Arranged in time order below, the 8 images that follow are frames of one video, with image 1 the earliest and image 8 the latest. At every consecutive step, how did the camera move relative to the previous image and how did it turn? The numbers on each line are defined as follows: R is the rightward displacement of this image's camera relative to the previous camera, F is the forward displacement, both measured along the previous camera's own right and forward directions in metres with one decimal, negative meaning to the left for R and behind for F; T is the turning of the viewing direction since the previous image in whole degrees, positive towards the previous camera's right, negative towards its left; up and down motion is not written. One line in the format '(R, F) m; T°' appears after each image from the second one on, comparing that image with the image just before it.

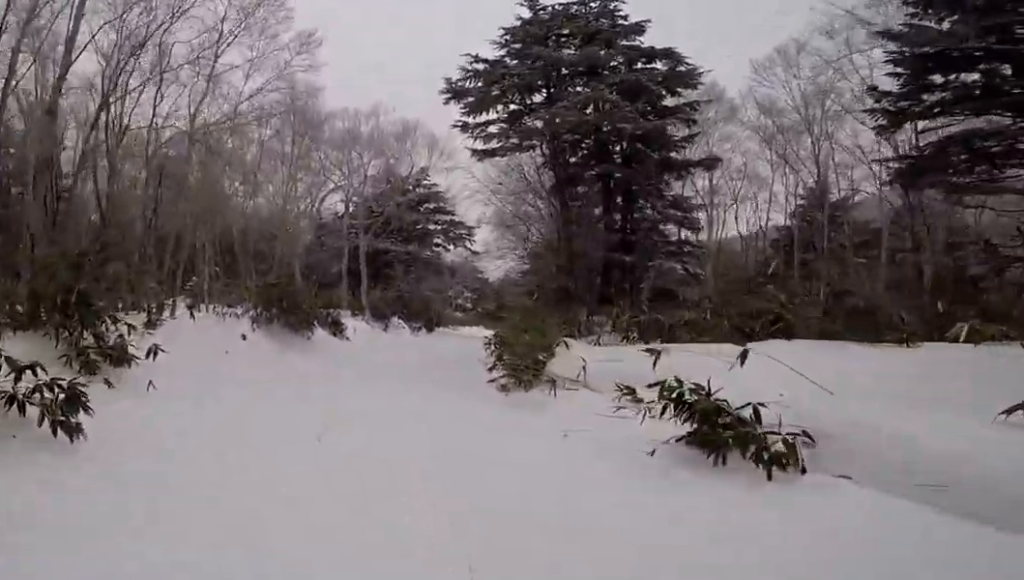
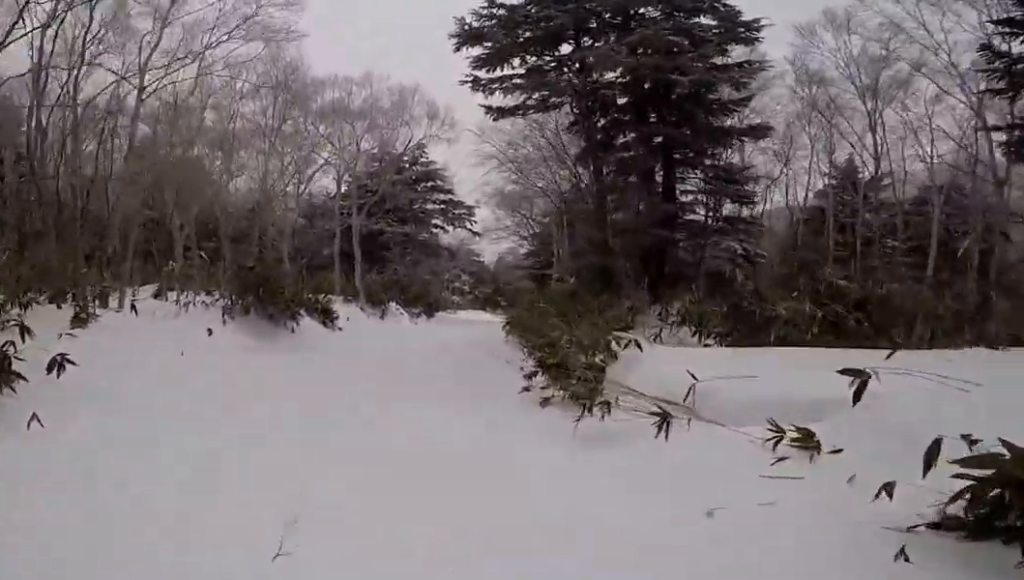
(-0.1, +2.7) m; +9°
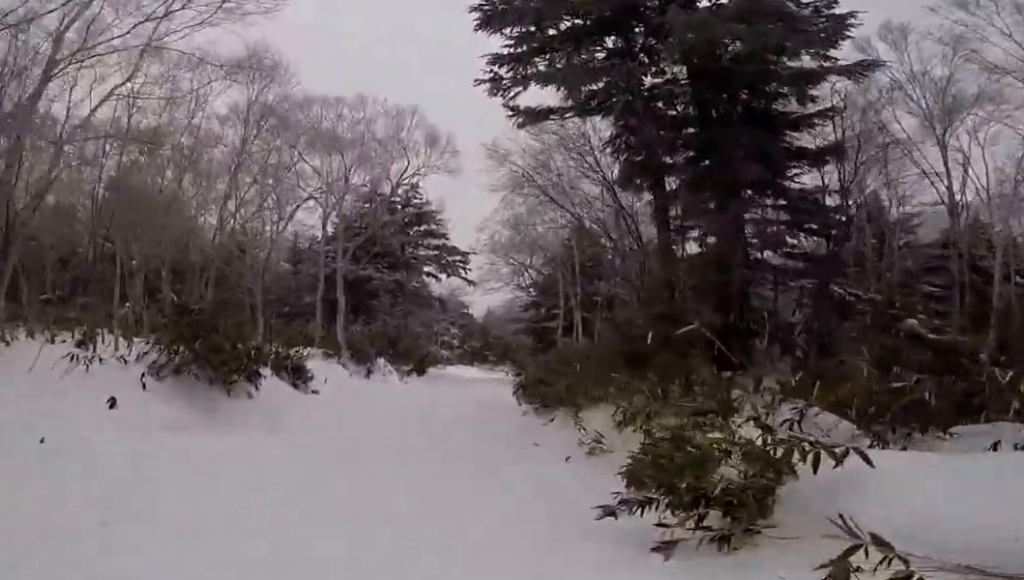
(+0.3, +3.7) m; +11°
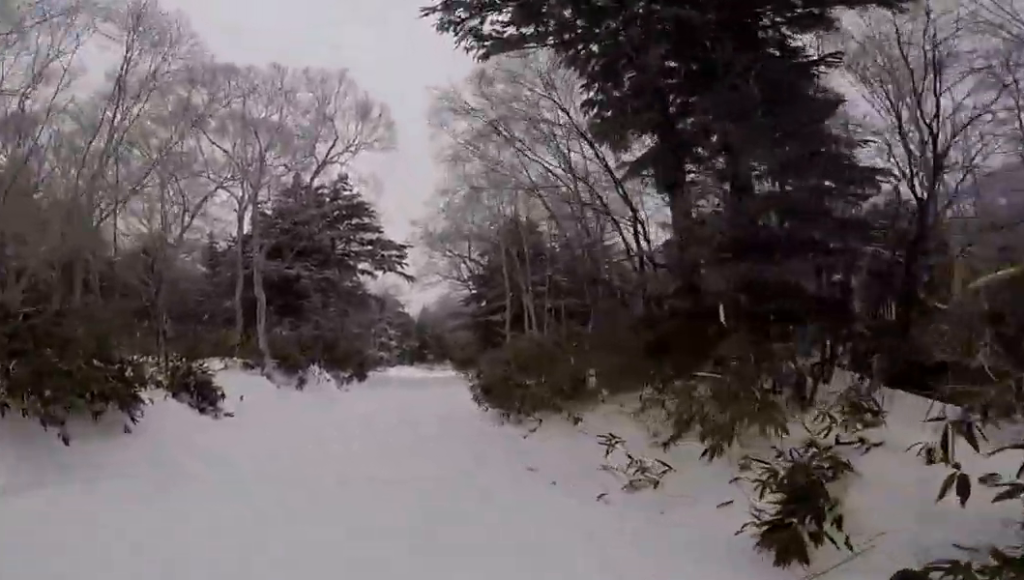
(+0.6, +3.0) m; +8°
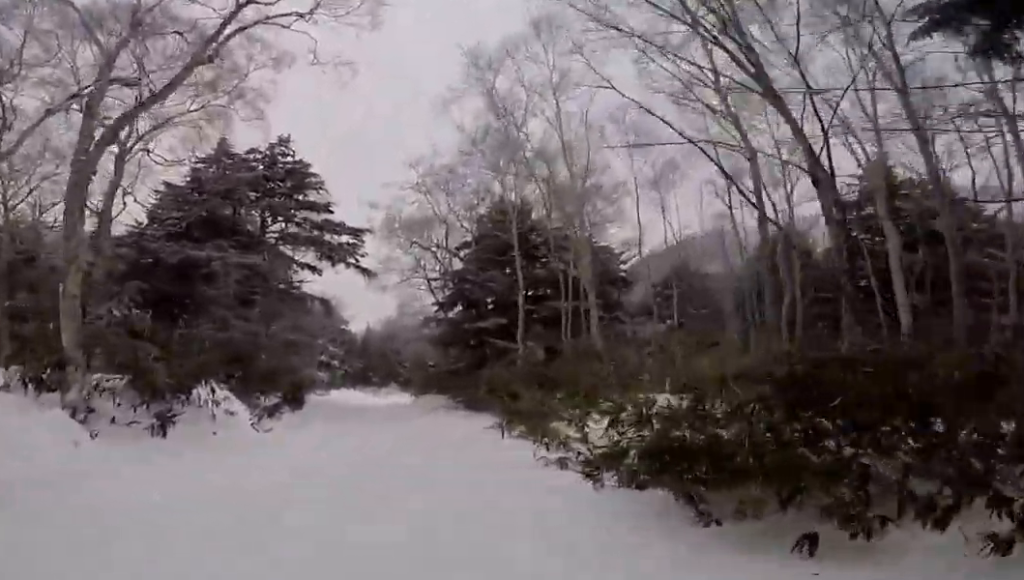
(+0.3, +9.2) m; -5°
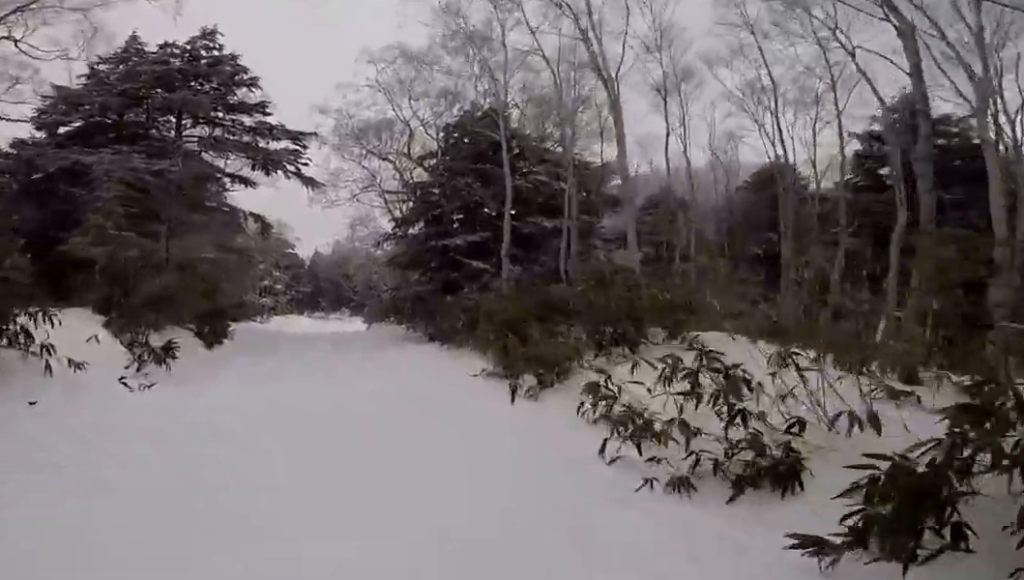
(+0.3, +3.9) m; -10°
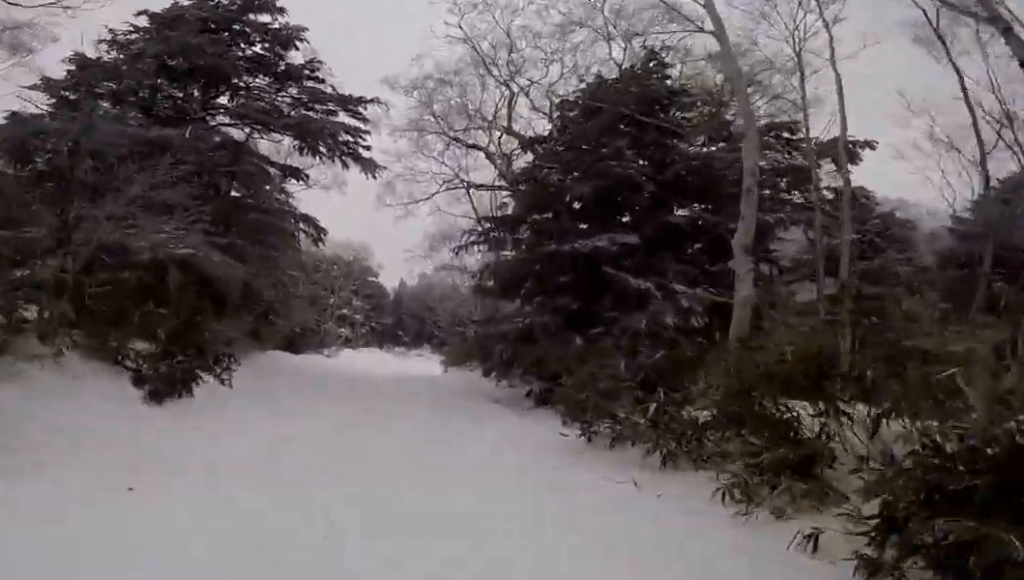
(-1.8, +7.3) m; -10°
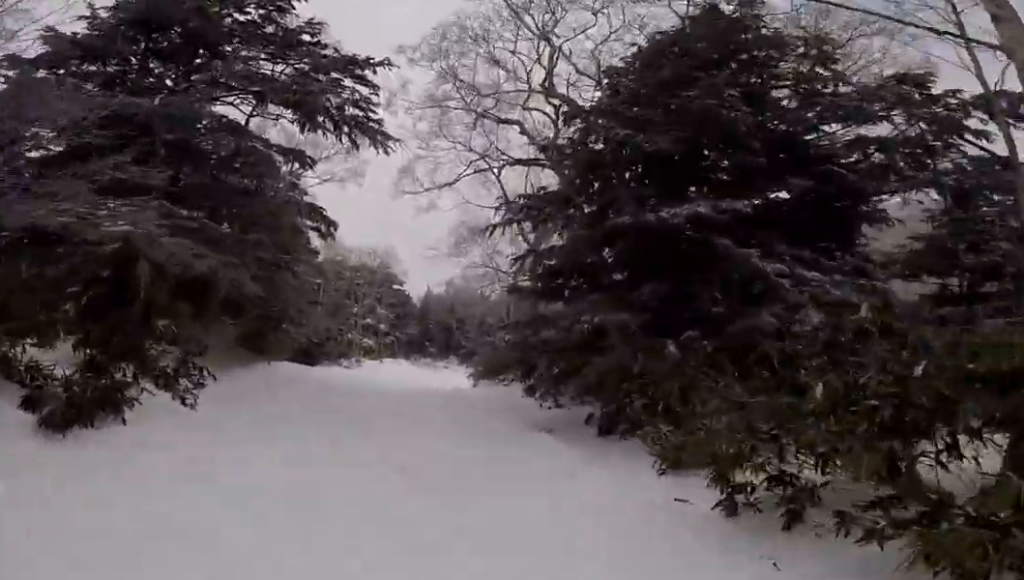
(0.0, +3.0) m; +5°
